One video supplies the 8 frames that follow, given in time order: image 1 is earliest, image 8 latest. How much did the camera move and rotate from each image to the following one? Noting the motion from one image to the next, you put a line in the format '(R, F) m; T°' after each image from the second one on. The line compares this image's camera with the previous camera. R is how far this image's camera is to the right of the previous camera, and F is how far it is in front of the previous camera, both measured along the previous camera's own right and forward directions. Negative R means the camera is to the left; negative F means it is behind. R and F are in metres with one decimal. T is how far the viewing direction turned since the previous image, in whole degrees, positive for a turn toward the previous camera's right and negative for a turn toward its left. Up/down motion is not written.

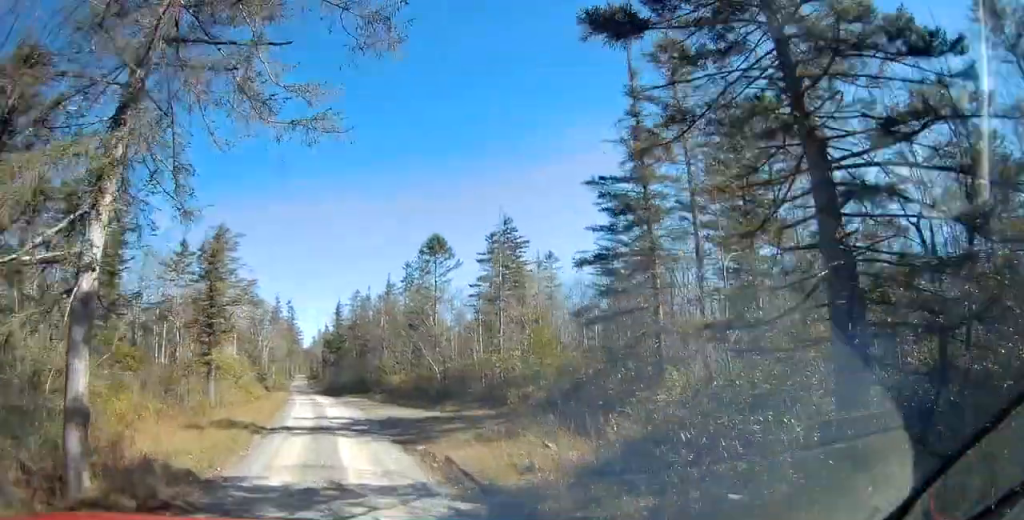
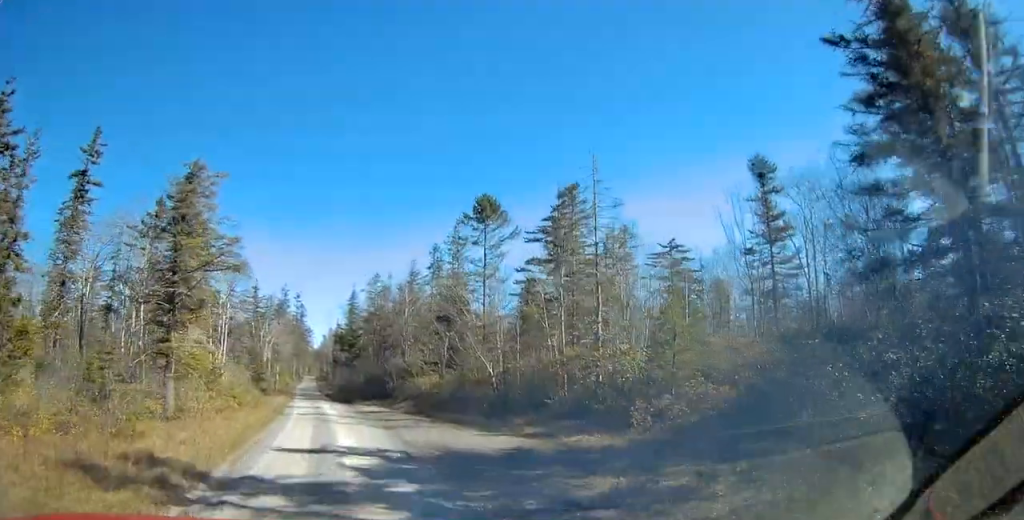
(-0.4, +11.3) m; -6°
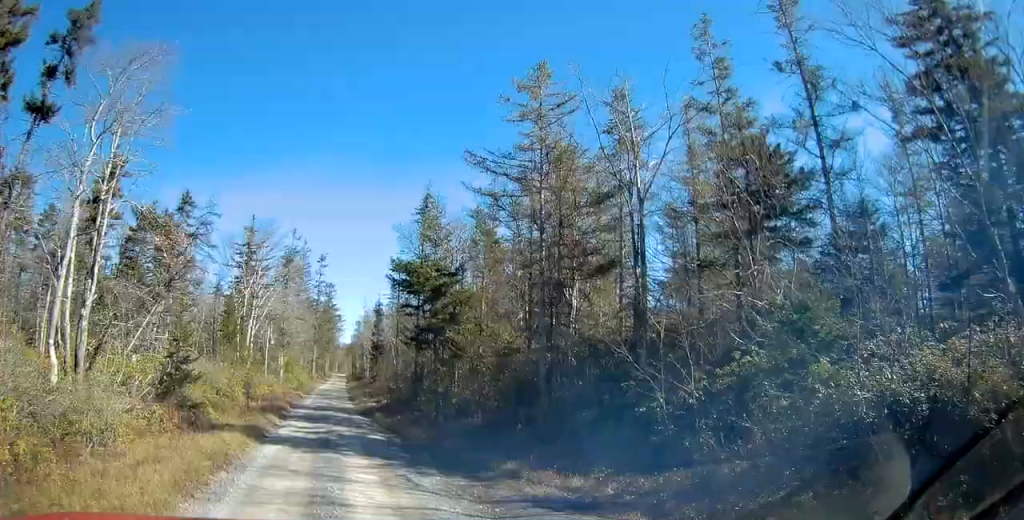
(+2.3, +34.4) m; +3°
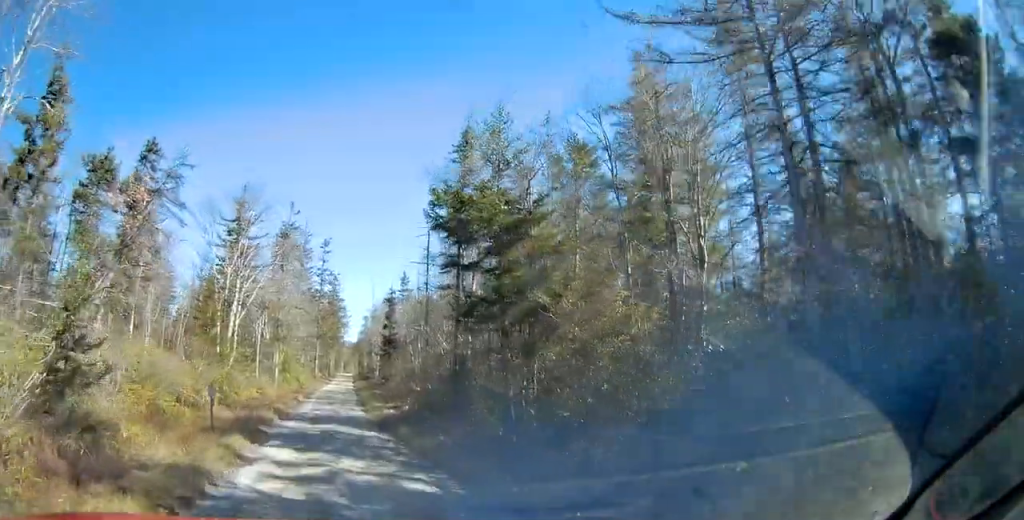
(+0.2, +9.0) m; 0°
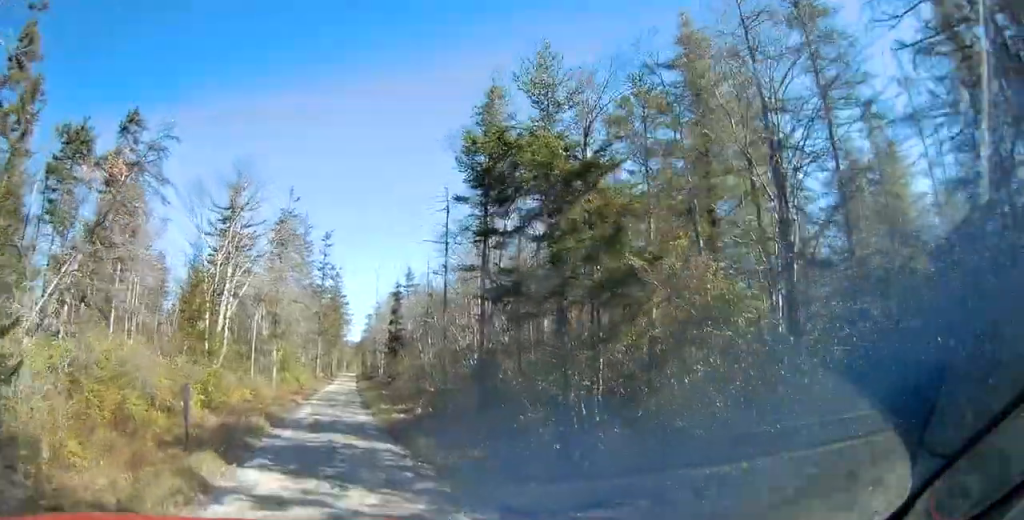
(-0.1, +3.6) m; 0°
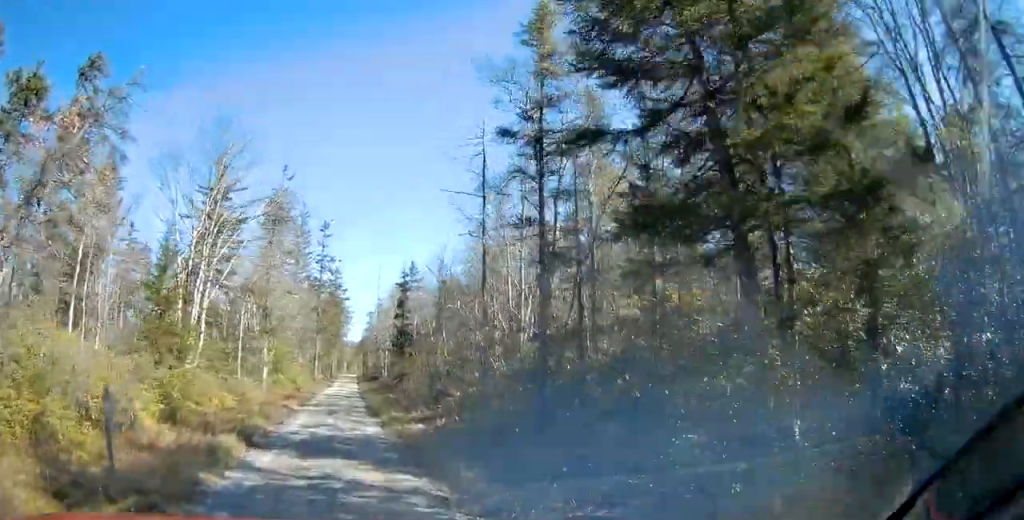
(-0.1, +5.4) m; 0°
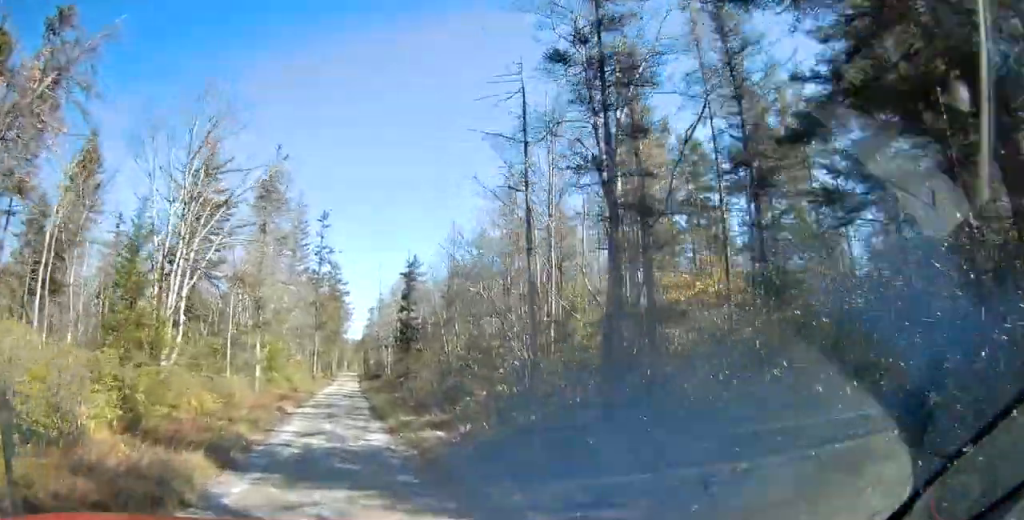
(+0.1, +3.5) m; 0°
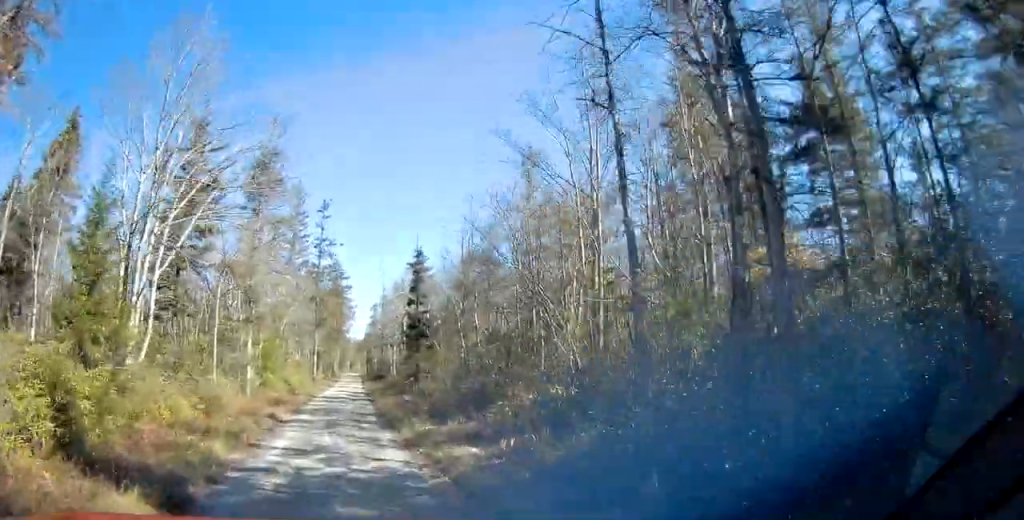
(+0.1, +3.8) m; 0°
